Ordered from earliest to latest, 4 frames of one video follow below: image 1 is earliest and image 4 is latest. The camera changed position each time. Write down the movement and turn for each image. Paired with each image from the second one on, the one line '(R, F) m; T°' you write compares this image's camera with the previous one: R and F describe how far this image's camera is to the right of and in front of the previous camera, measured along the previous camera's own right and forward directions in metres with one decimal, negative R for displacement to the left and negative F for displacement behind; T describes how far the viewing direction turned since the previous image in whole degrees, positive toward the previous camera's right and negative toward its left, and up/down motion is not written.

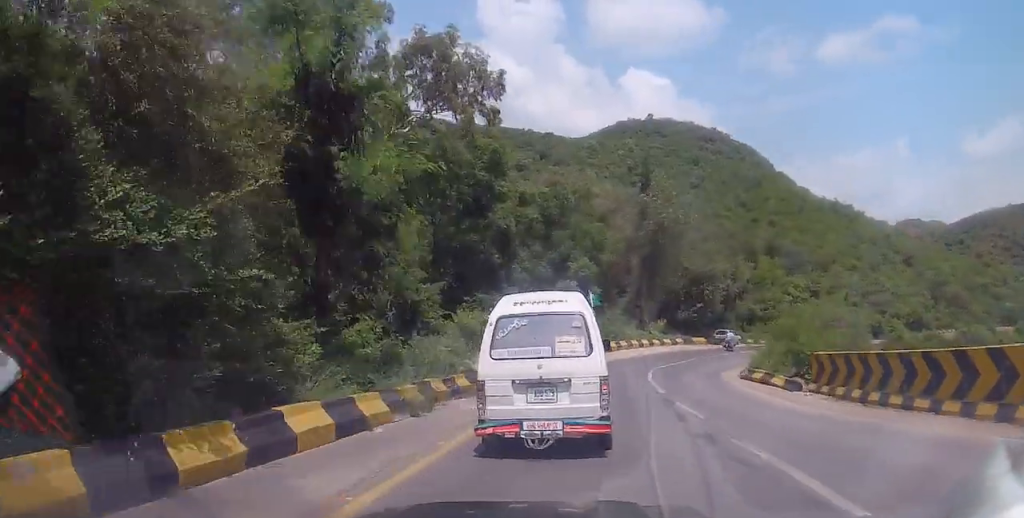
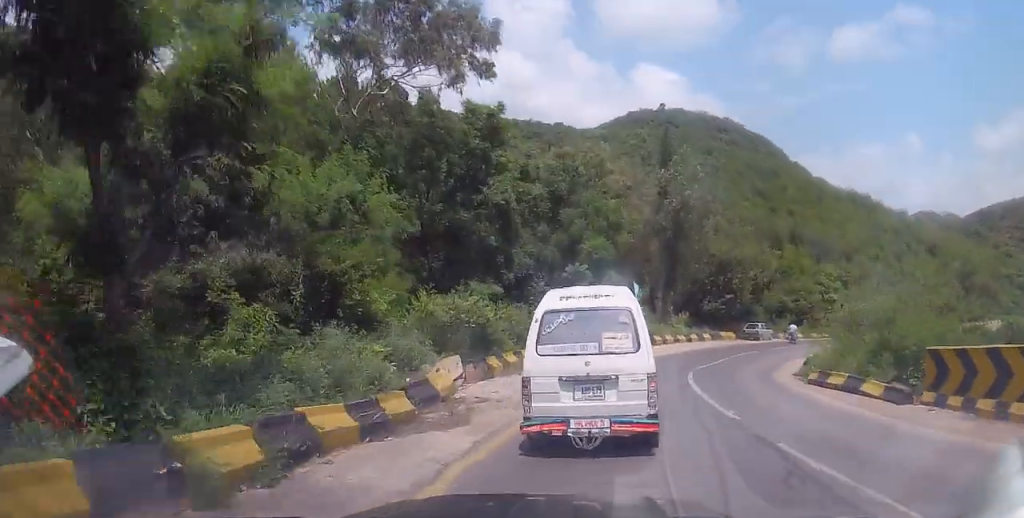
(-0.6, +6.5) m; 0°
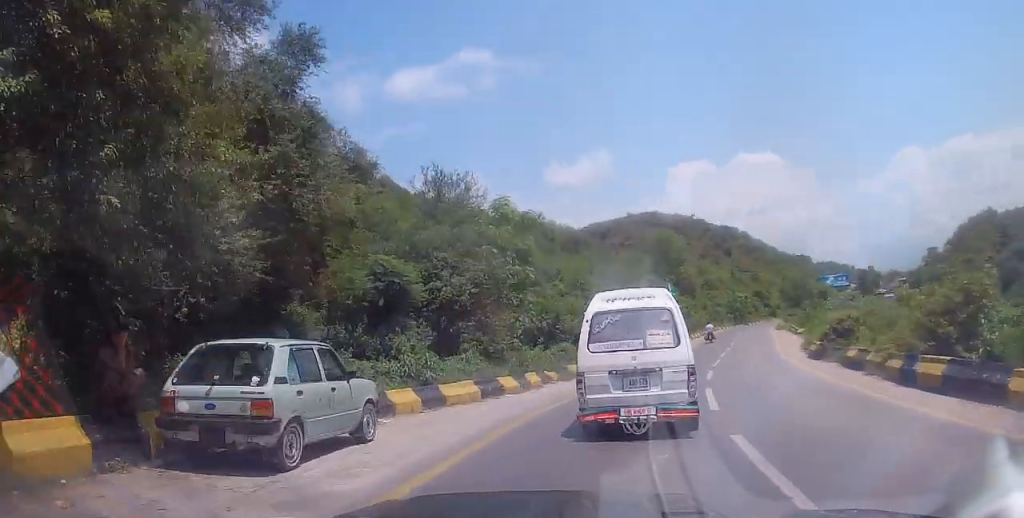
(+9.7, +41.7) m; +34°
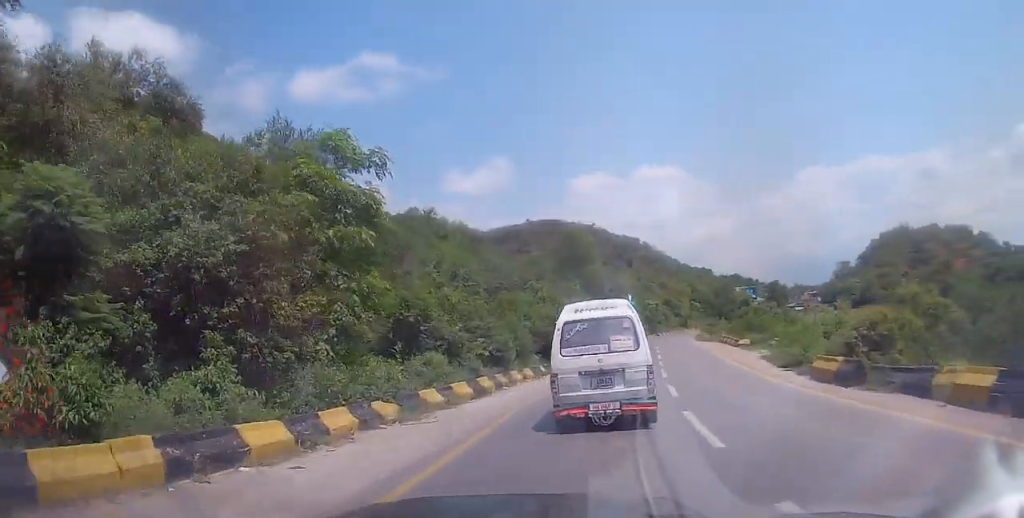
(+0.8, +9.2) m; +6°
